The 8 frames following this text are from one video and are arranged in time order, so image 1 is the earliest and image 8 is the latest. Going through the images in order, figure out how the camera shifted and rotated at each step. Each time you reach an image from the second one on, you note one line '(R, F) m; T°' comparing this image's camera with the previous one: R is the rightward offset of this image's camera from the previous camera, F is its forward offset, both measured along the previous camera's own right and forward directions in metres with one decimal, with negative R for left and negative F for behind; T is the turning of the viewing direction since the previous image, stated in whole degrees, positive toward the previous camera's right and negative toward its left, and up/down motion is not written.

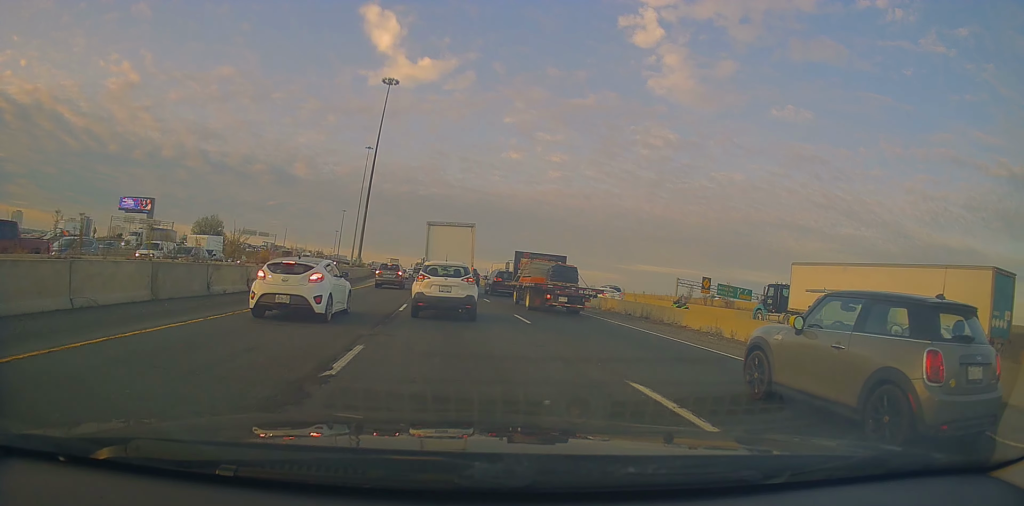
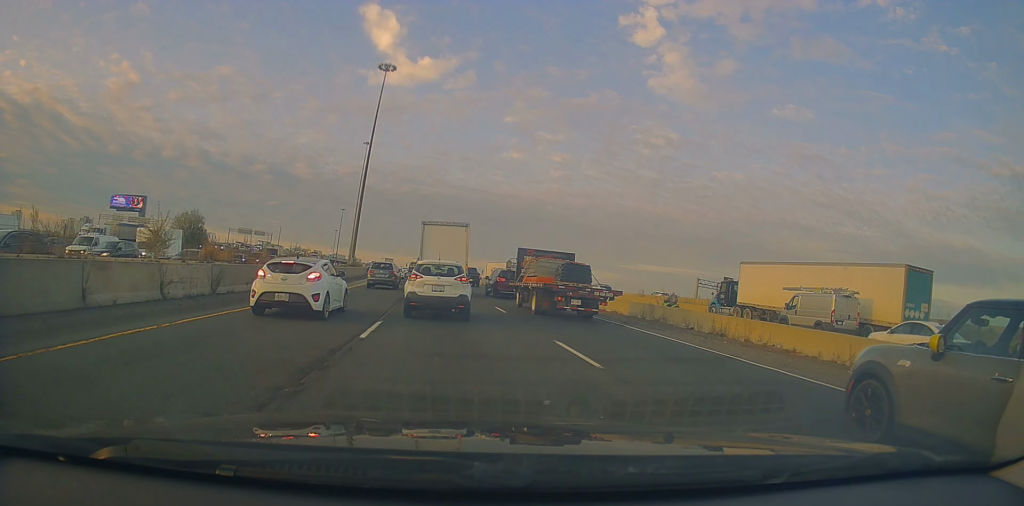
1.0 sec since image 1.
(0.0, +7.5) m; 0°
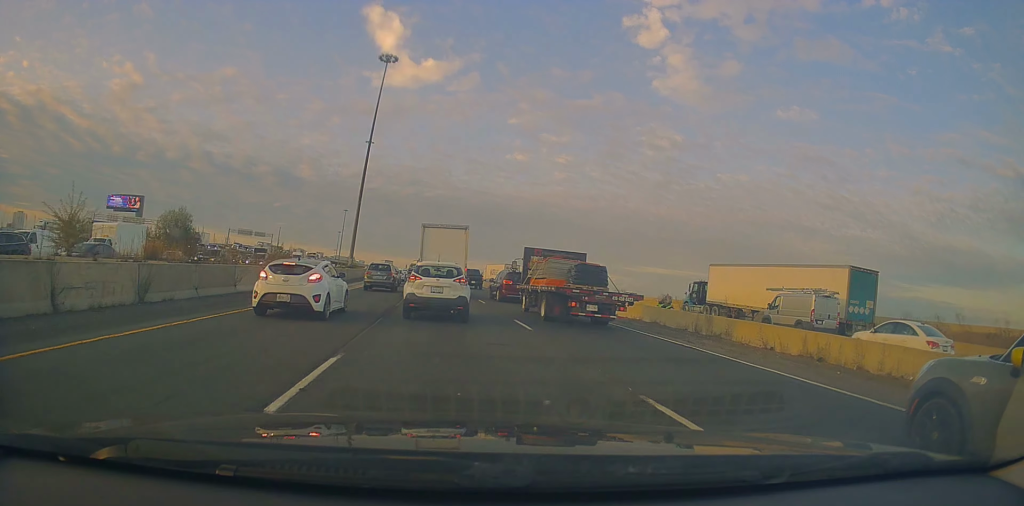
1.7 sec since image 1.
(0.0, +5.6) m; 0°
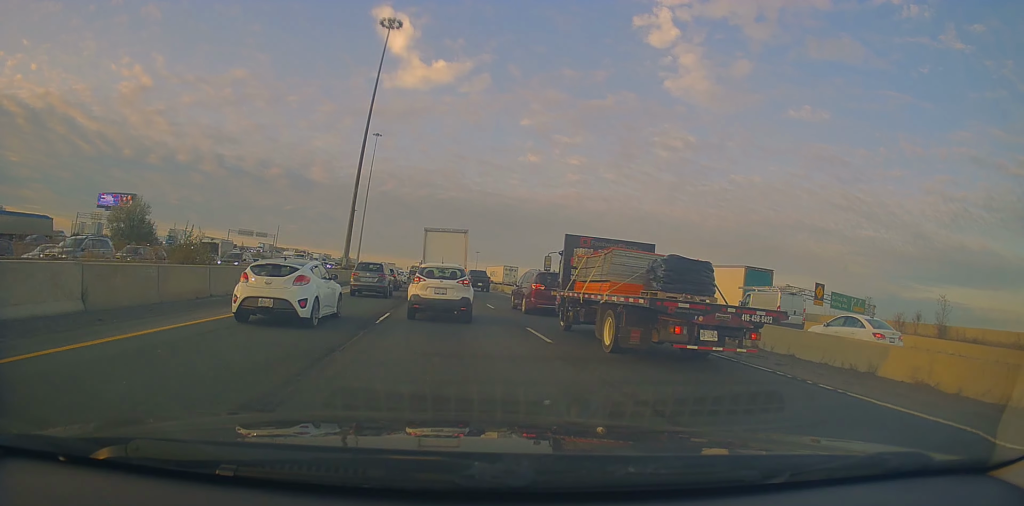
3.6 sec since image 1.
(0.0, +15.3) m; -2°
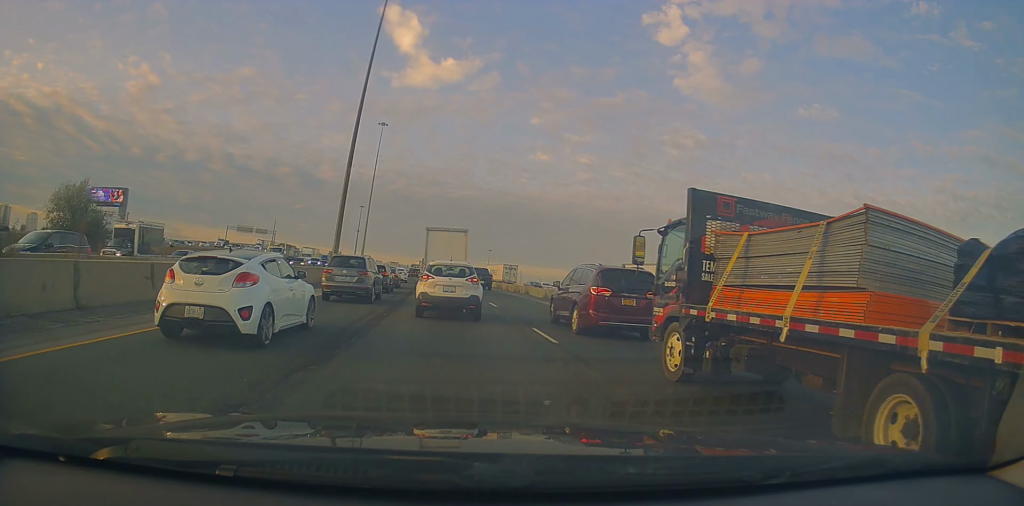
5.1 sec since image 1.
(-0.5, +12.7) m; -3°
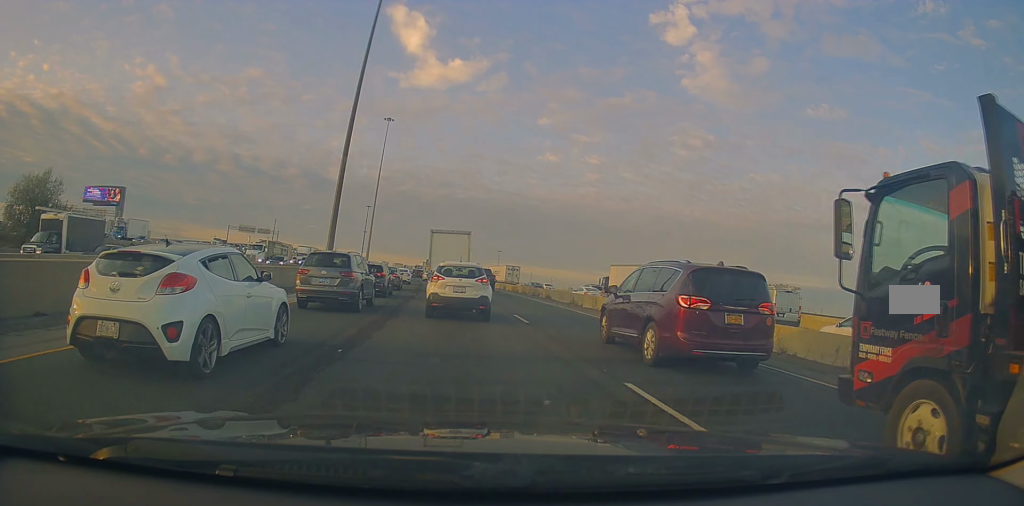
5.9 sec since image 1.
(0.0, +7.2) m; +2°
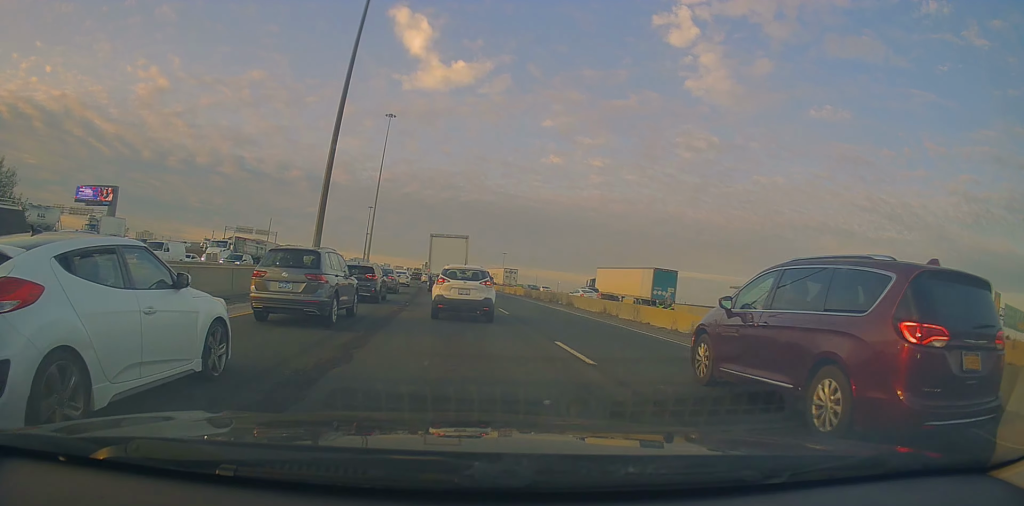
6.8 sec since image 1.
(+0.2, +7.2) m; 0°
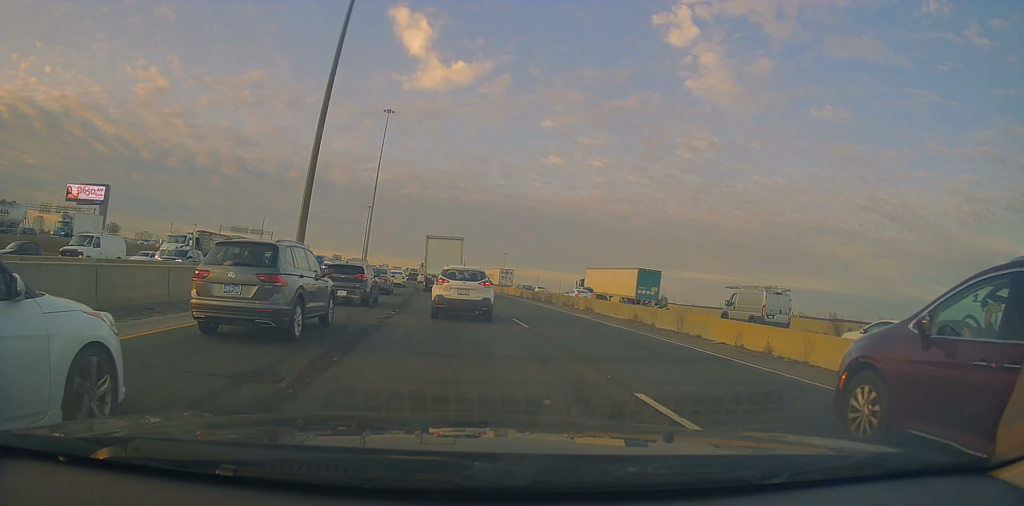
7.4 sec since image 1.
(0.0, +5.3) m; 0°
